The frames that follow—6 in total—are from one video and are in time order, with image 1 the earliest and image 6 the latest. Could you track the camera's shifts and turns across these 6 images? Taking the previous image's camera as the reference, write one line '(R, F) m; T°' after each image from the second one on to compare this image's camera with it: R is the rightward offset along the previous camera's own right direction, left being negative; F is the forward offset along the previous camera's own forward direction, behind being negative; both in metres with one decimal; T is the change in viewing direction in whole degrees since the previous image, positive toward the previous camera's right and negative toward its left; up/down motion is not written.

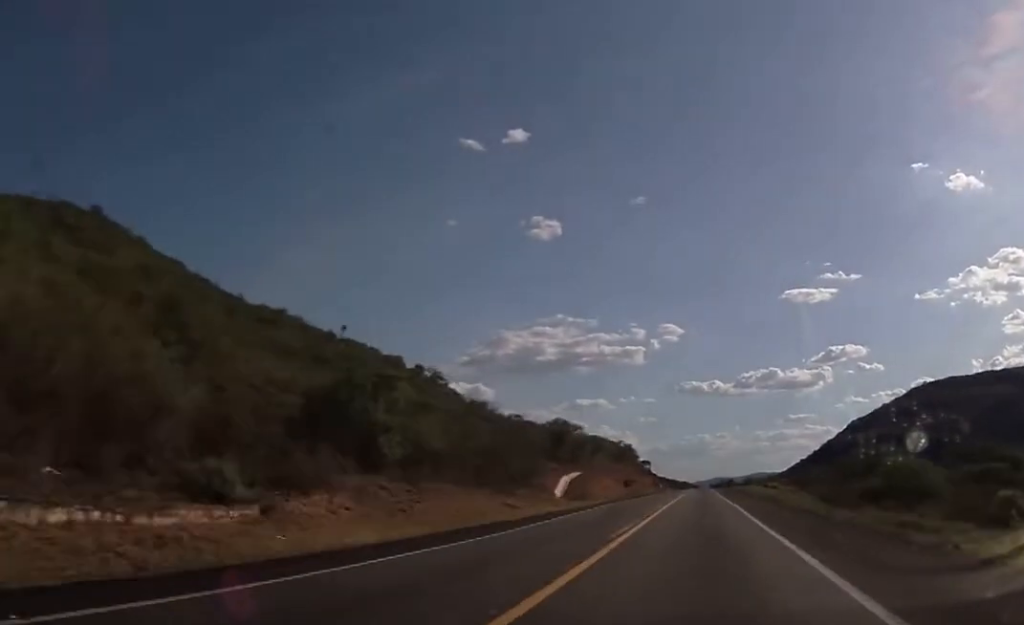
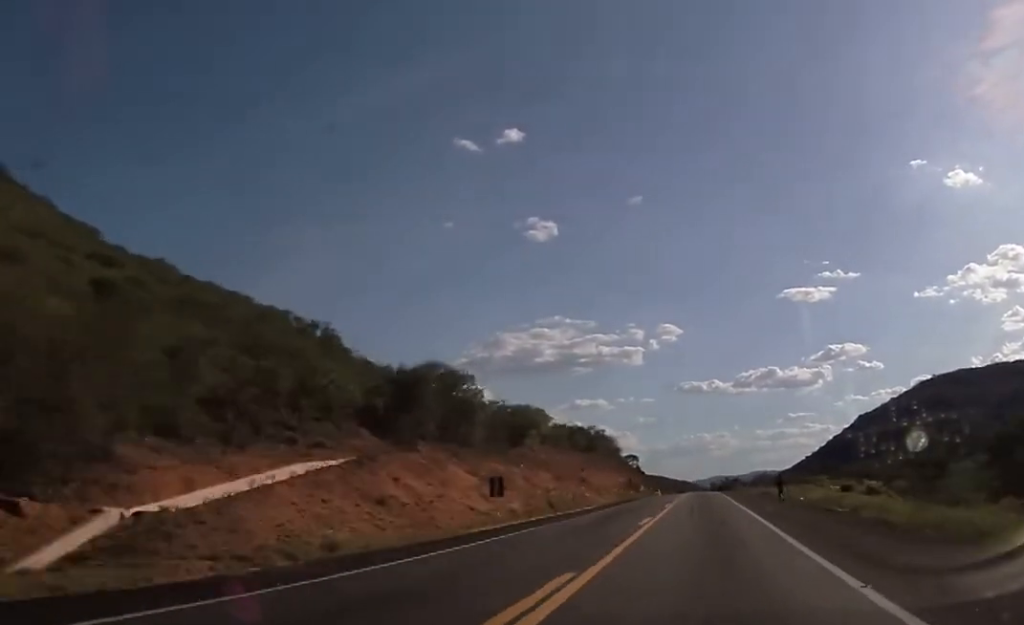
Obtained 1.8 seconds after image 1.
(+0.1, +64.1) m; -1°
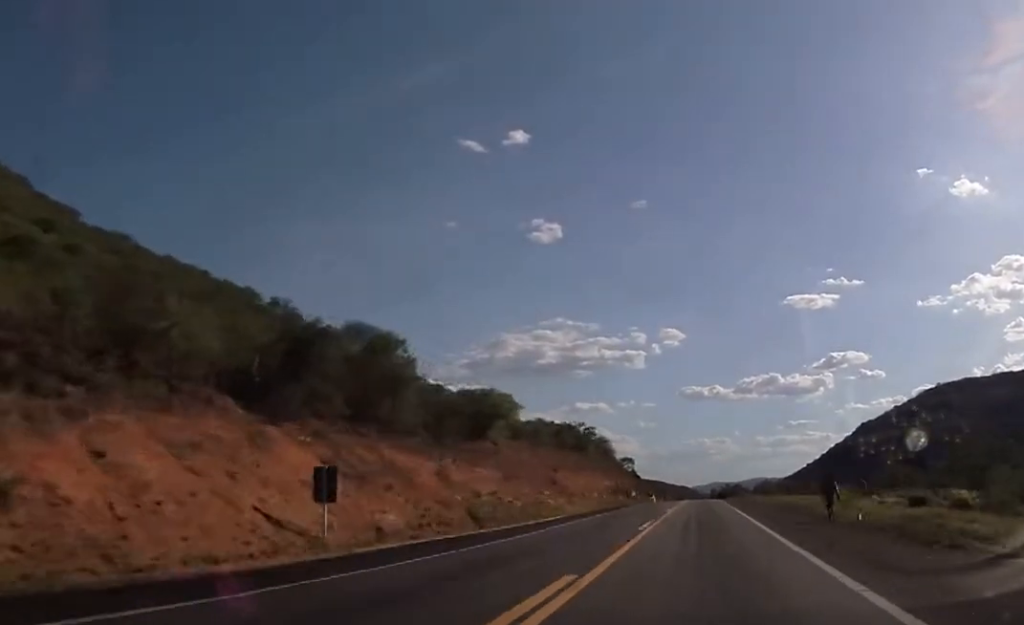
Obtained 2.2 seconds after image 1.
(+0.2, +16.9) m; -1°
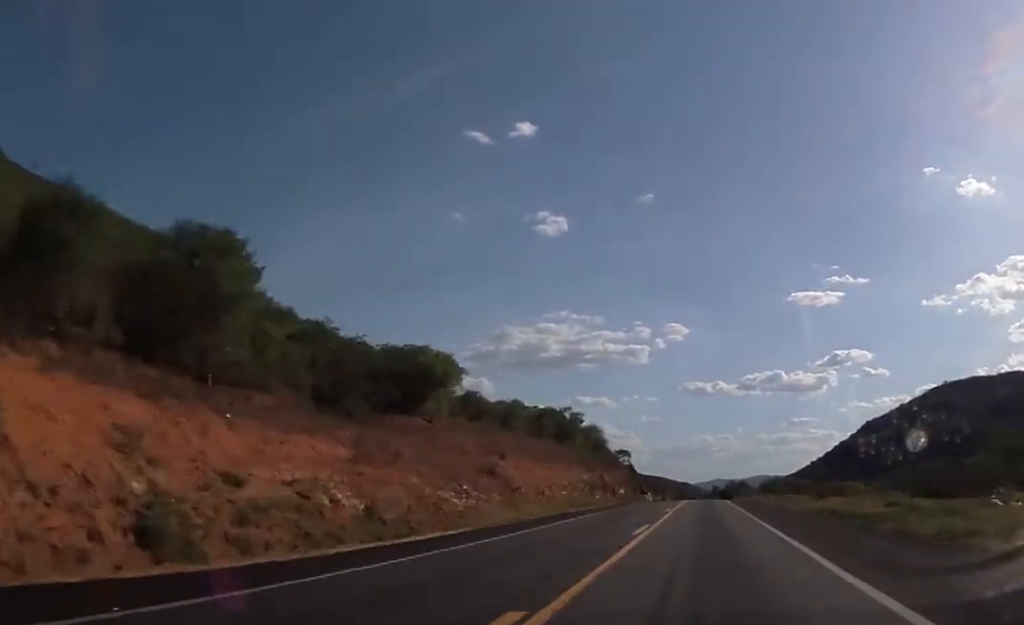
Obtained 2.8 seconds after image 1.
(-0.4, +20.5) m; 0°
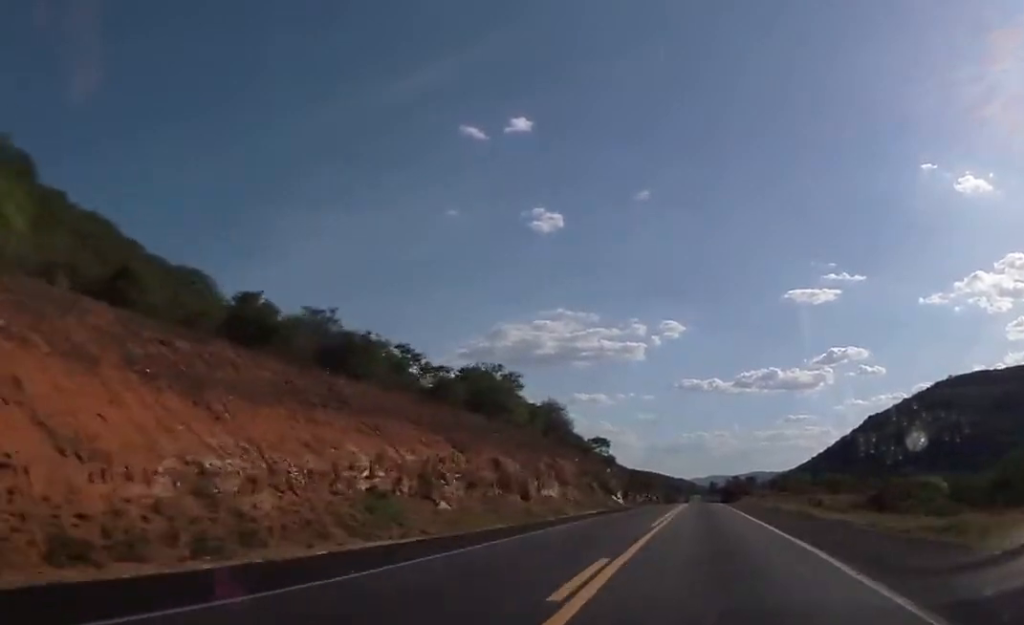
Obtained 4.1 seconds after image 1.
(+0.3, +45.9) m; +1°
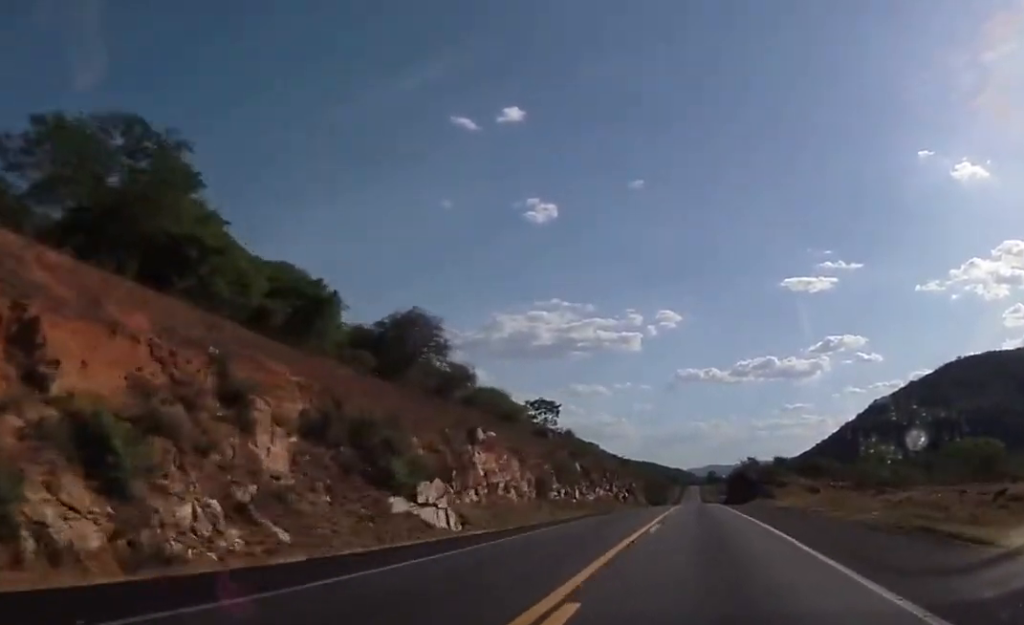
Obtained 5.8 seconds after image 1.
(+0.2, +64.0) m; 0°
